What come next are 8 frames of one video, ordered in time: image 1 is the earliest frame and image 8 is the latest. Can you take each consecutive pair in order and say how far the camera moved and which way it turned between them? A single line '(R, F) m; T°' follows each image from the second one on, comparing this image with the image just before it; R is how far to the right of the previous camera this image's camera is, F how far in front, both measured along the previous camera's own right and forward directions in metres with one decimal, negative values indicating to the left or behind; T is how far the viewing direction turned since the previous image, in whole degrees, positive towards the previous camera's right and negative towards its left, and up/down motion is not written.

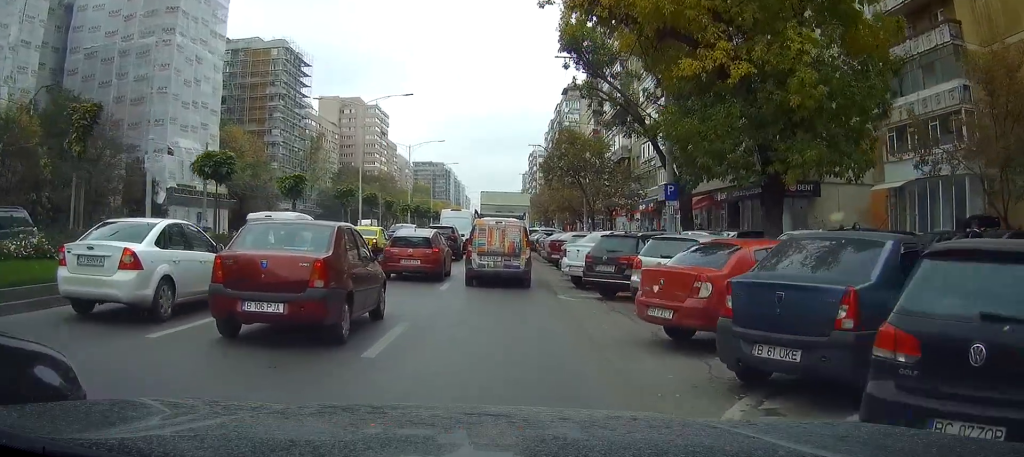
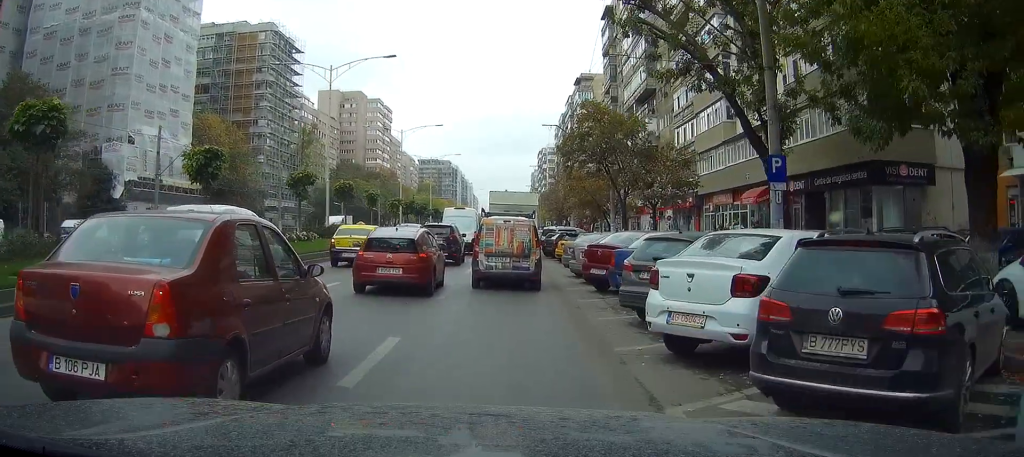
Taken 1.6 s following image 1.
(0.0, +11.2) m; -1°
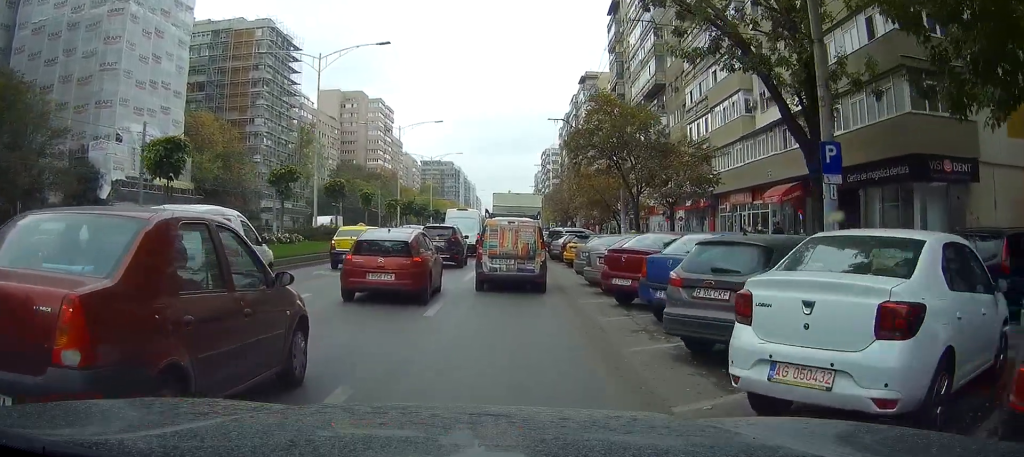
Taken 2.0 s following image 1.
(0.0, +3.1) m; 0°
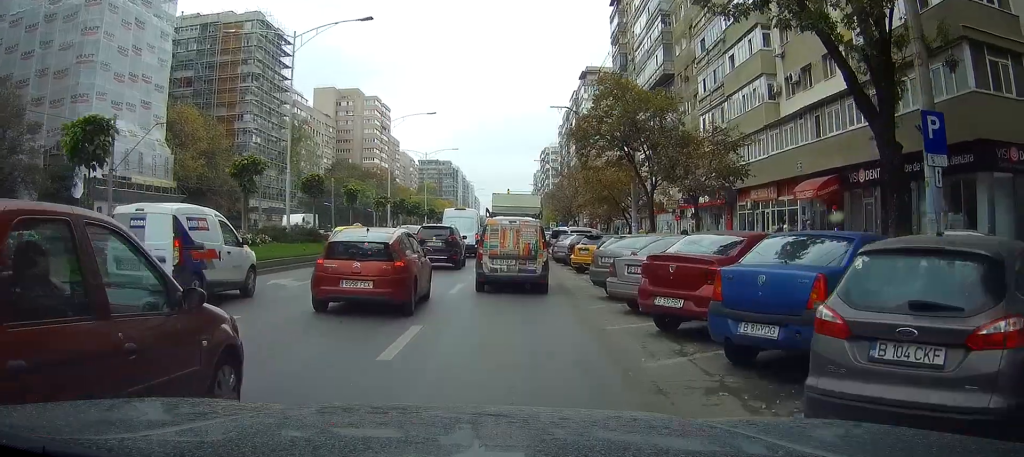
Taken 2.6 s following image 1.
(-0.1, +4.3) m; 0°
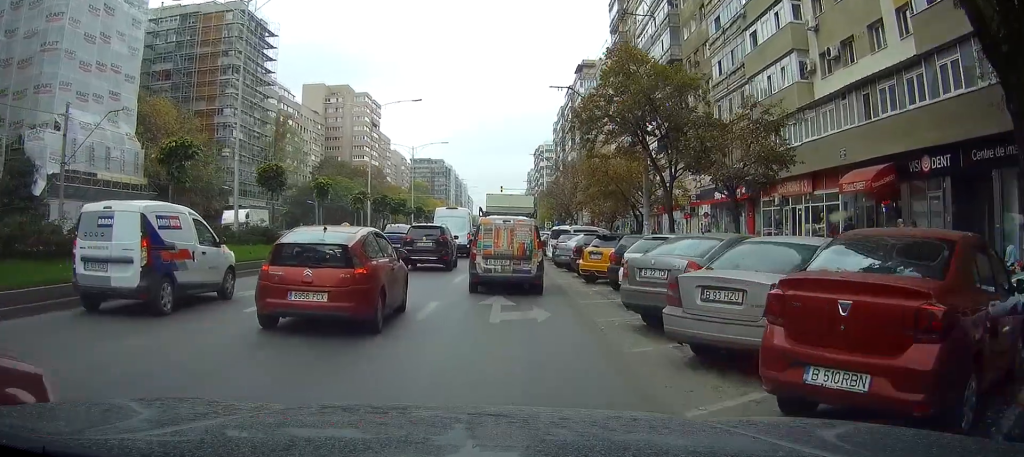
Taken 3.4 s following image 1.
(0.0, +5.4) m; -1°
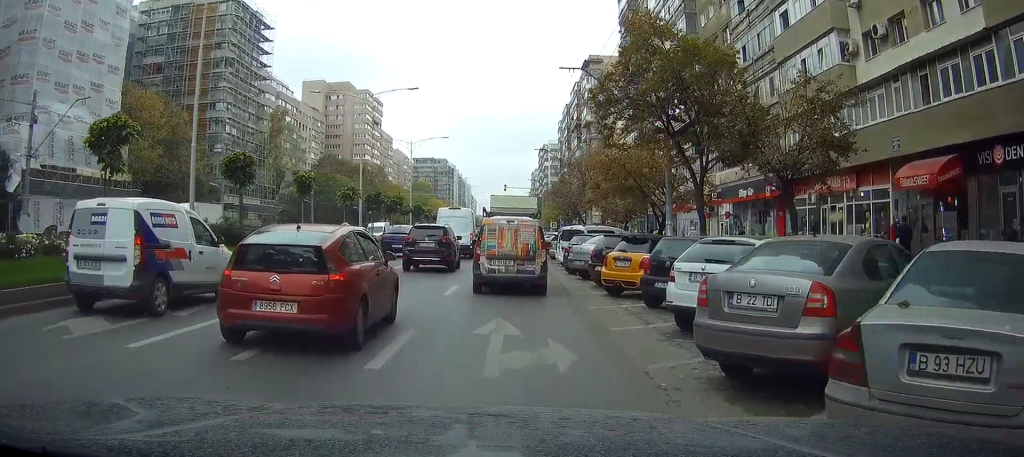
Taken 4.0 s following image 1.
(+0.1, +4.2) m; -1°
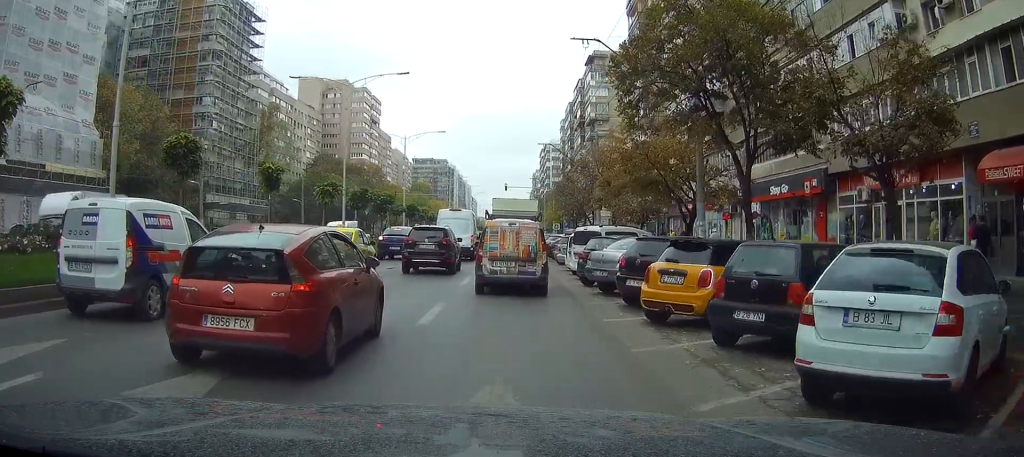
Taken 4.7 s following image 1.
(-0.2, +5.0) m; -1°
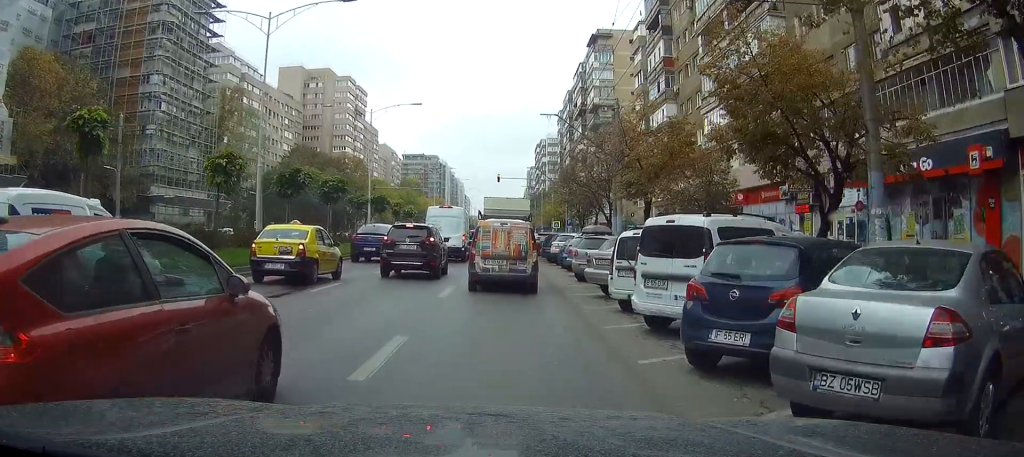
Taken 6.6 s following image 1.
(+1.0, +12.7) m; +6°
